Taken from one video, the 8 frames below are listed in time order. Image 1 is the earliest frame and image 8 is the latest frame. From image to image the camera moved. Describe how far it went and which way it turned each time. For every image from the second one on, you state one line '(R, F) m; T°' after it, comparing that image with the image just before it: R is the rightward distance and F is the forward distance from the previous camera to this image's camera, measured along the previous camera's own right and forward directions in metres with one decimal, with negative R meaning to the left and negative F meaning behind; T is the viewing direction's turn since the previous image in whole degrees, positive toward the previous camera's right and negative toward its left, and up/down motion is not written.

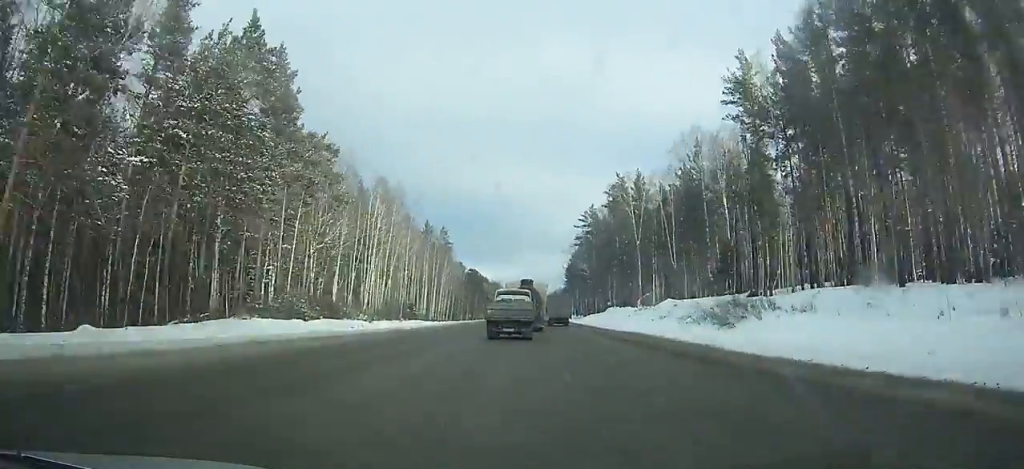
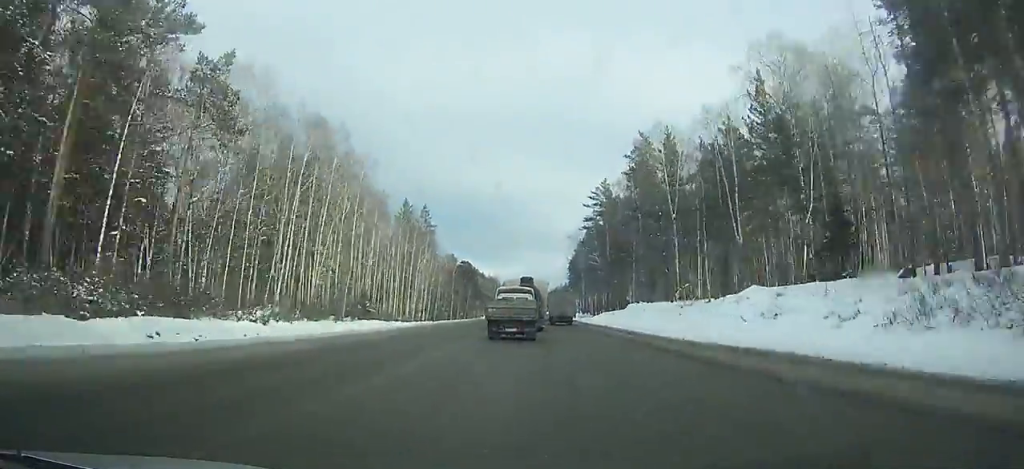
(+0.1, +25.3) m; 0°
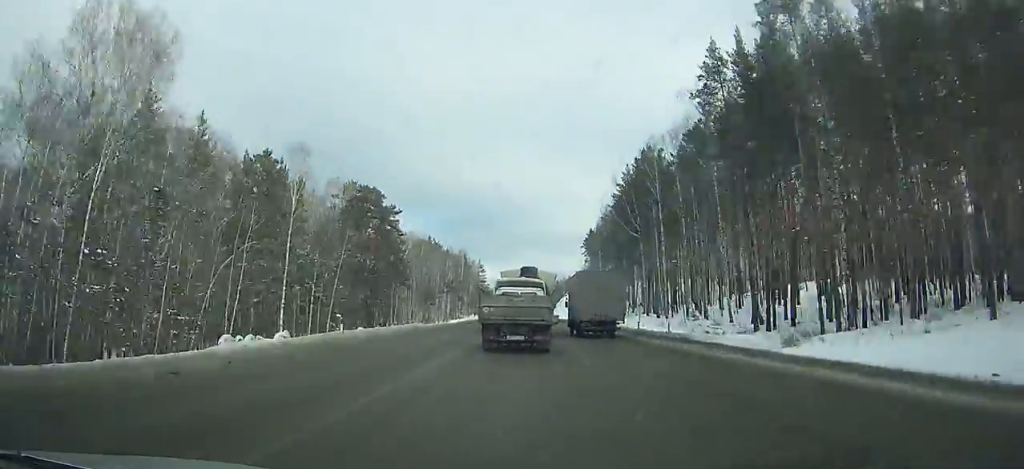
(-0.2, +112.8) m; 0°
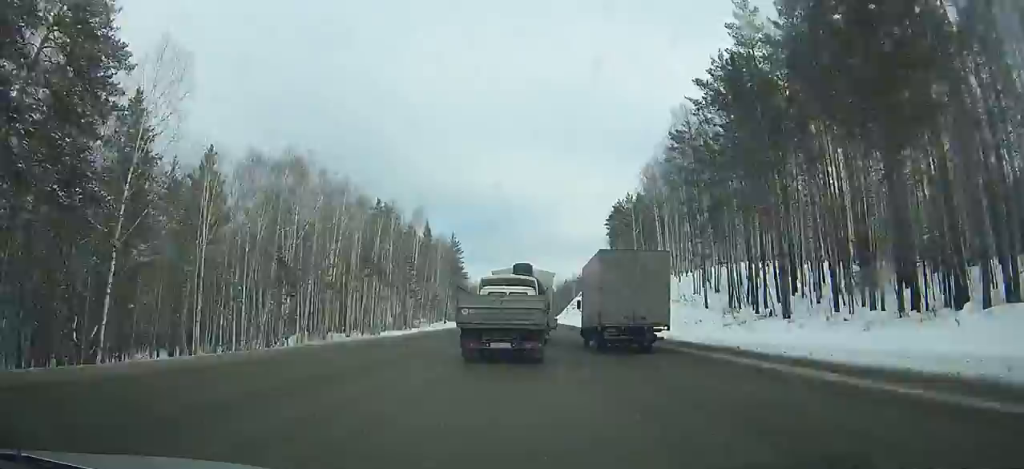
(+0.3, +62.0) m; 0°
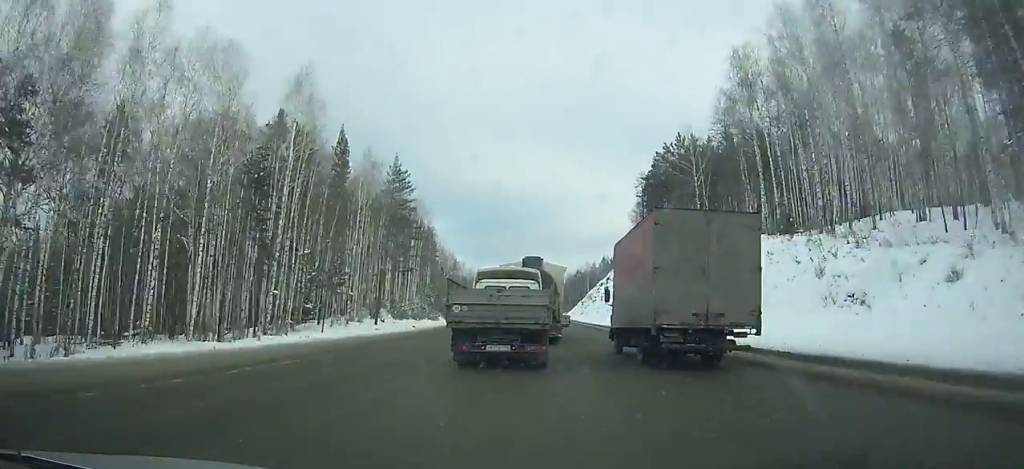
(-0.3, +49.2) m; 0°
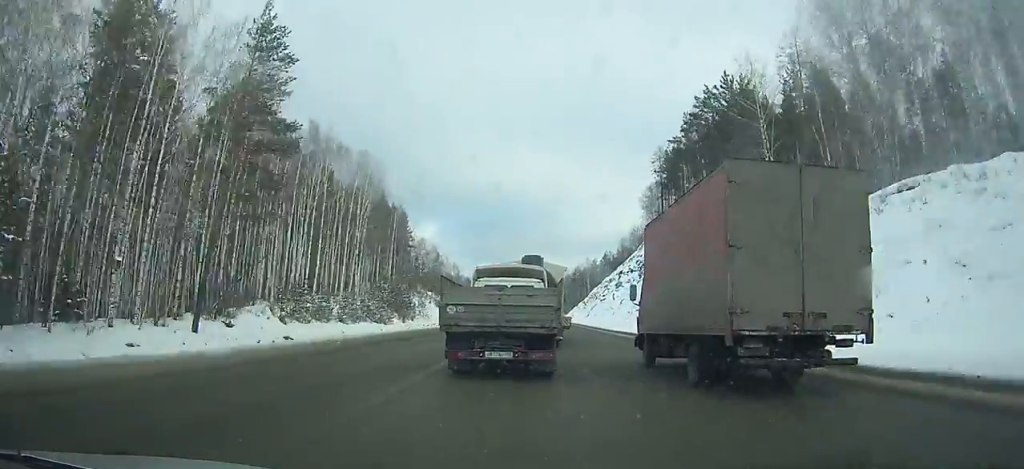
(0.0, +28.2) m; 0°
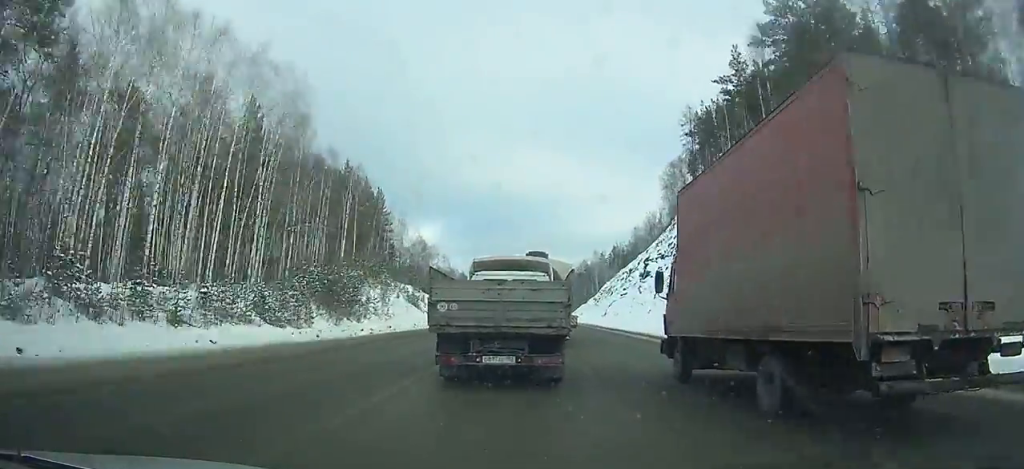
(+0.2, +25.2) m; 0°
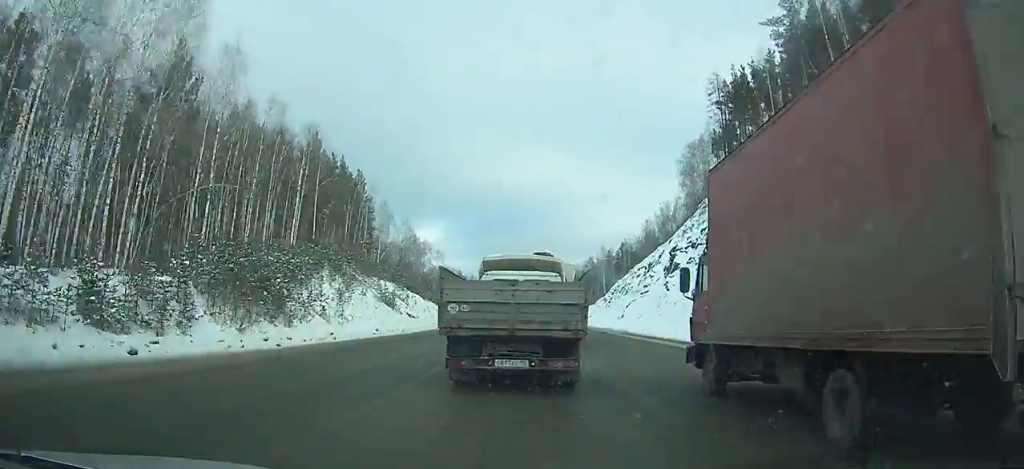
(-0.1, +16.7) m; 0°
